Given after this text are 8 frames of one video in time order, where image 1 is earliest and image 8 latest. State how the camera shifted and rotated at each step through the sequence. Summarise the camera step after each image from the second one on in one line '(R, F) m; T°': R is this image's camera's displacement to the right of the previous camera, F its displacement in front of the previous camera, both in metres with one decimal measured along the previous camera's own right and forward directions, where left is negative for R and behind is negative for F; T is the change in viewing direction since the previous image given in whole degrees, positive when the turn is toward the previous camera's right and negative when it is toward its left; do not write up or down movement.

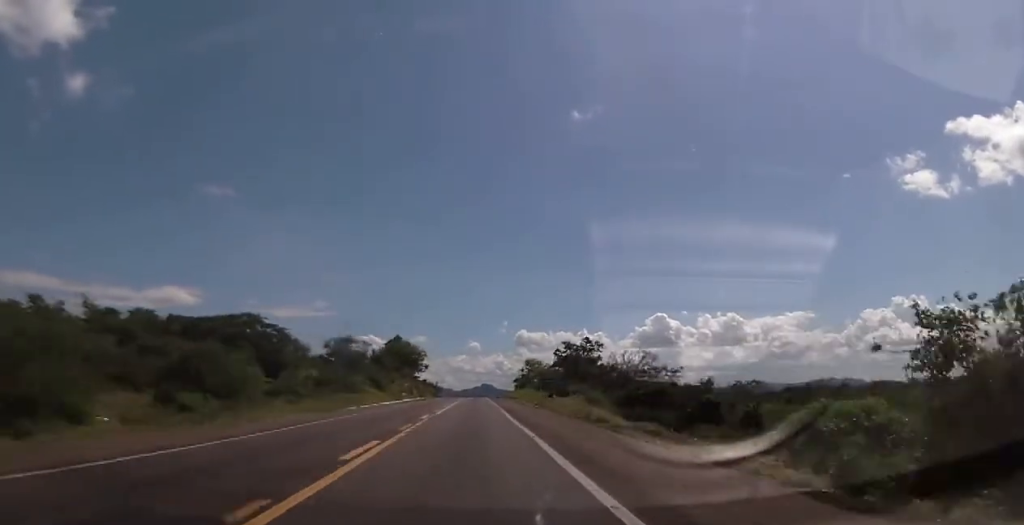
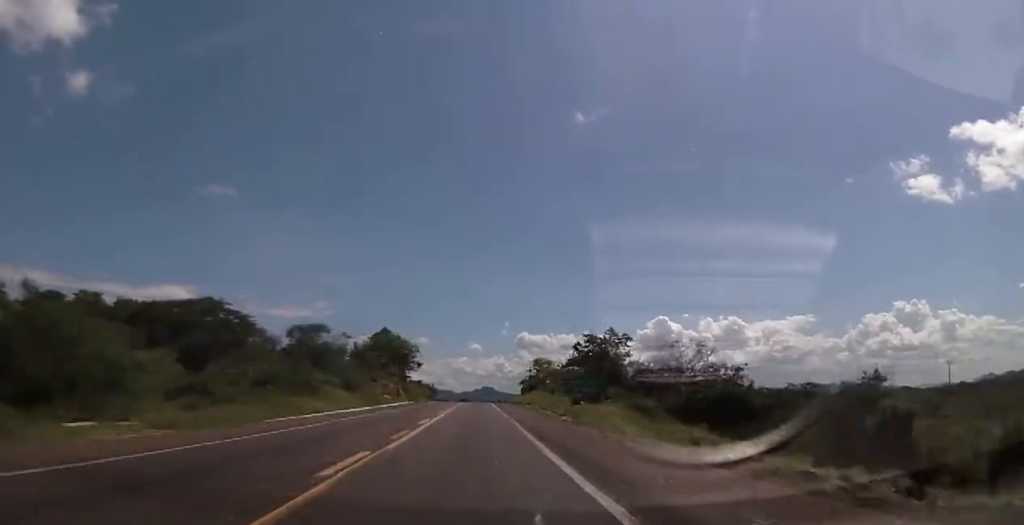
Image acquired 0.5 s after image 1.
(0.0, +16.9) m; 0°
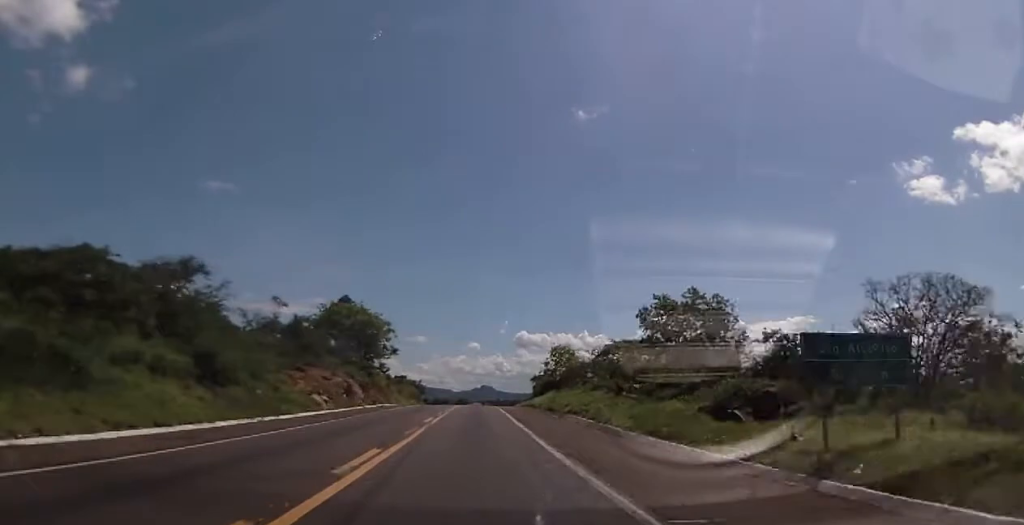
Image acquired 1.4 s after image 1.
(-0.1, +29.7) m; 0°
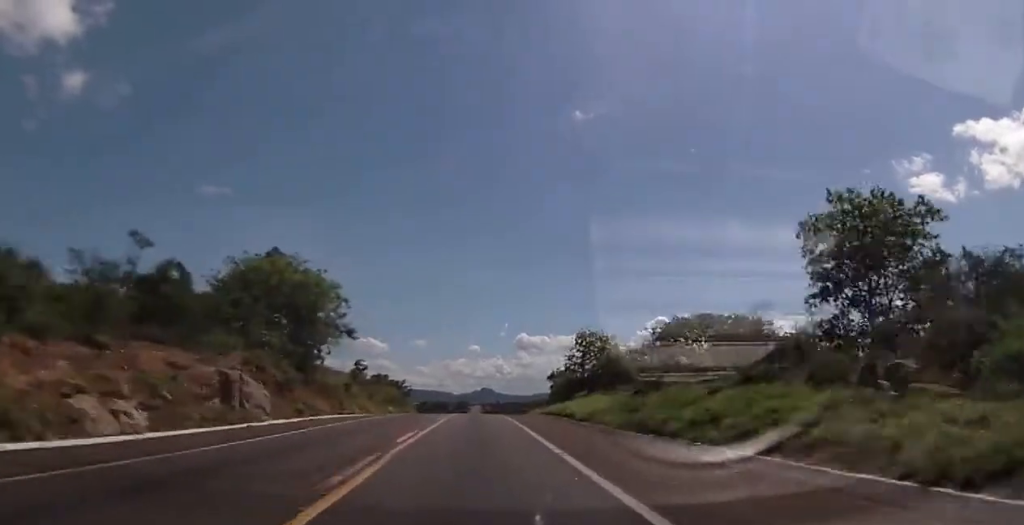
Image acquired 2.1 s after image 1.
(0.0, +23.8) m; 0°
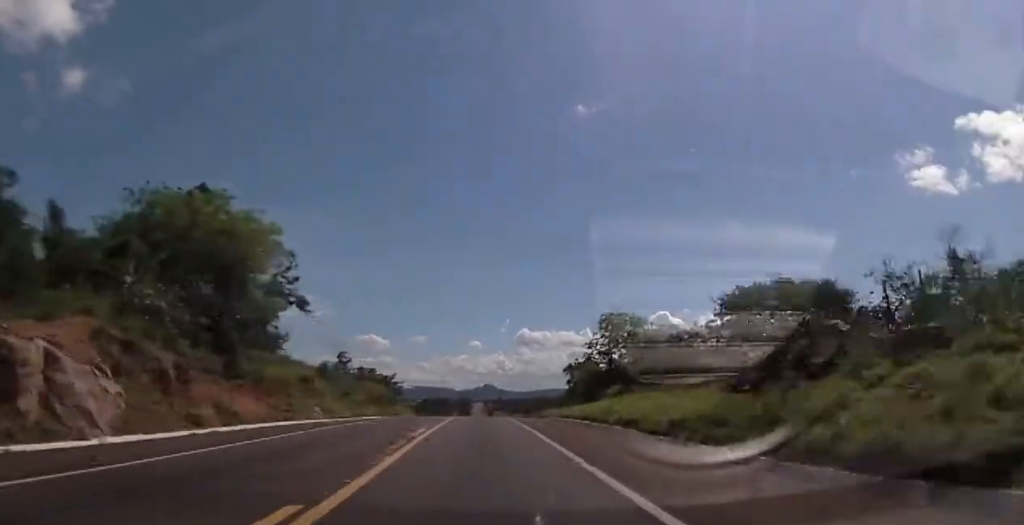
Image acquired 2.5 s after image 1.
(0.0, +11.9) m; 0°
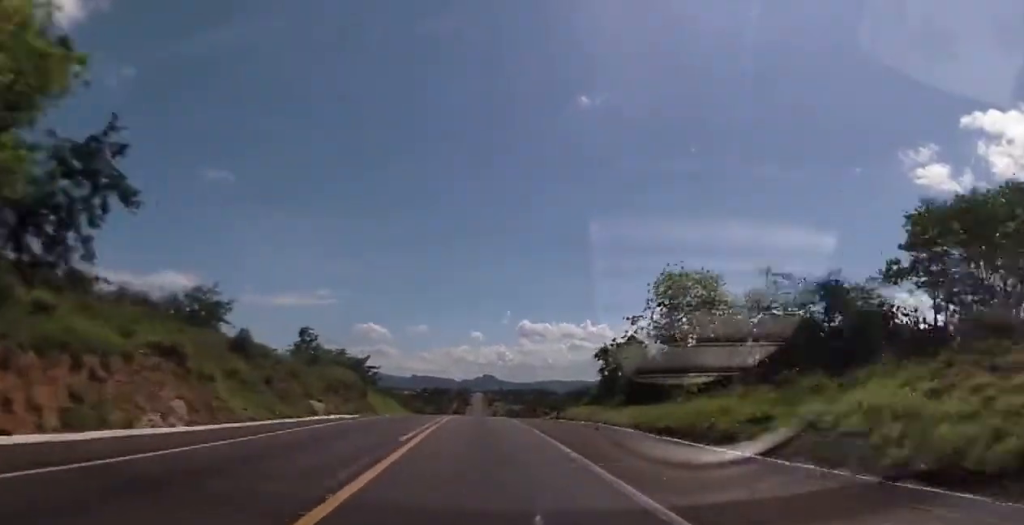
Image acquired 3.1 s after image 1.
(0.0, +16.6) m; 0°
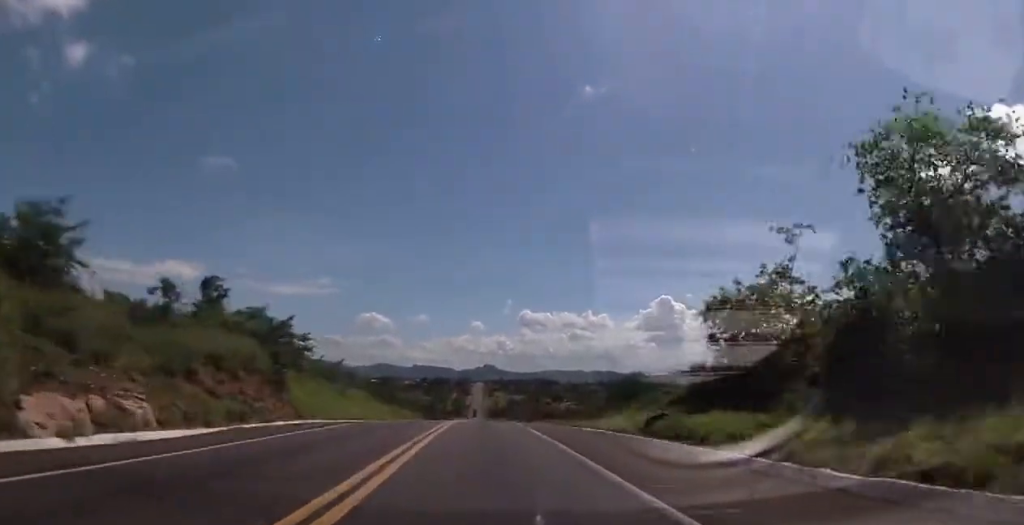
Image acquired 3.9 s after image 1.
(0.0, +22.1) m; 0°
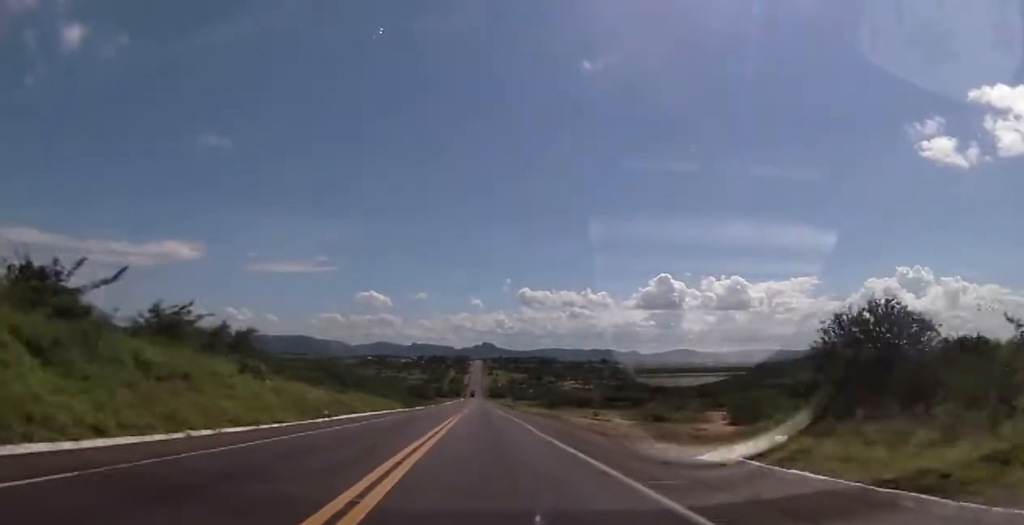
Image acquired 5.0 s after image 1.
(0.0, +35.5) m; 0°
